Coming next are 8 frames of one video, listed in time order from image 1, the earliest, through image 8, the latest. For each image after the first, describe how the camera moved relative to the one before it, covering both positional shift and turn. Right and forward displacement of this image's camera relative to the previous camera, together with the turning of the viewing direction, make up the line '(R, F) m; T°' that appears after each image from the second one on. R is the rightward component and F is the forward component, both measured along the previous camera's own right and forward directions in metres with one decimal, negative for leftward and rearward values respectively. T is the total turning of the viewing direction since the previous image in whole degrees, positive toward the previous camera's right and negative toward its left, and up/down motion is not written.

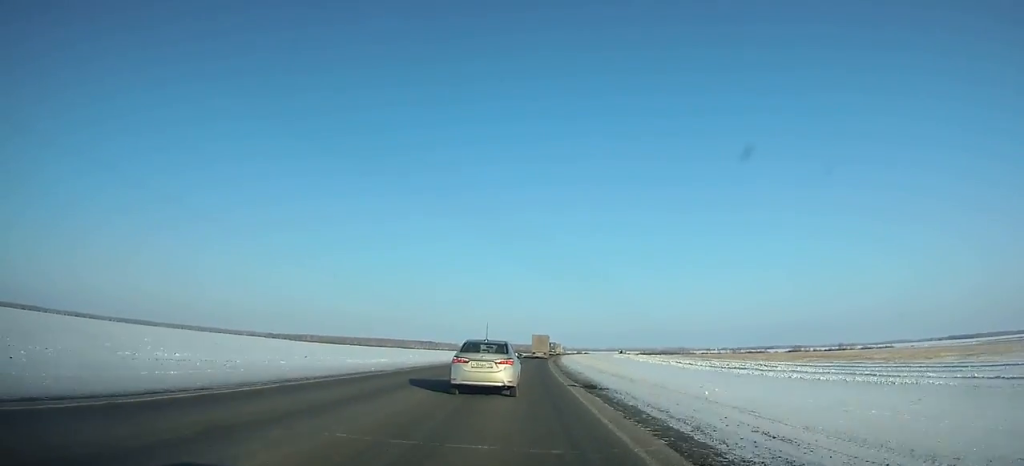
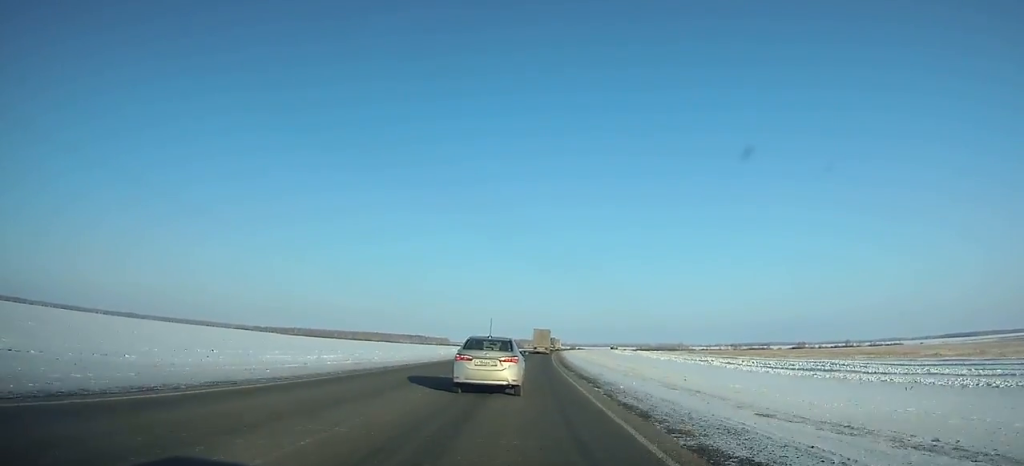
(-0.1, +26.6) m; +1°
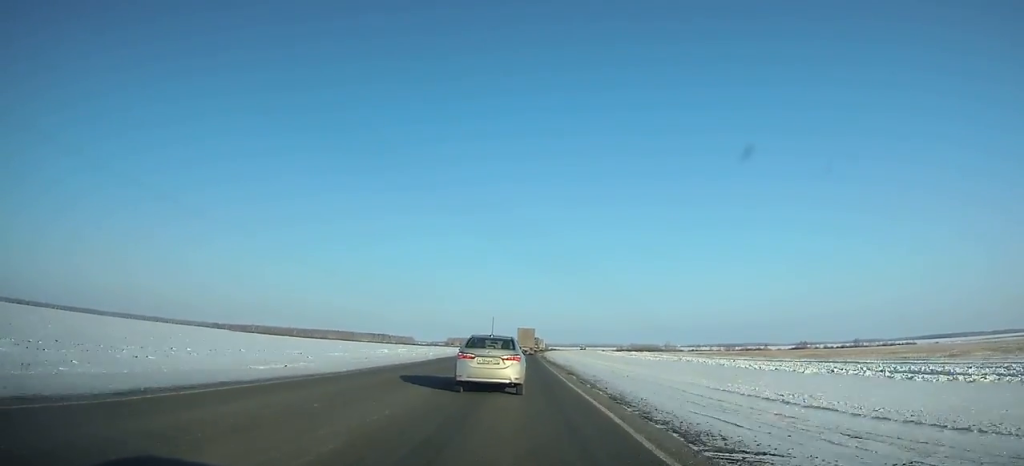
(+1.3, +65.2) m; +2°
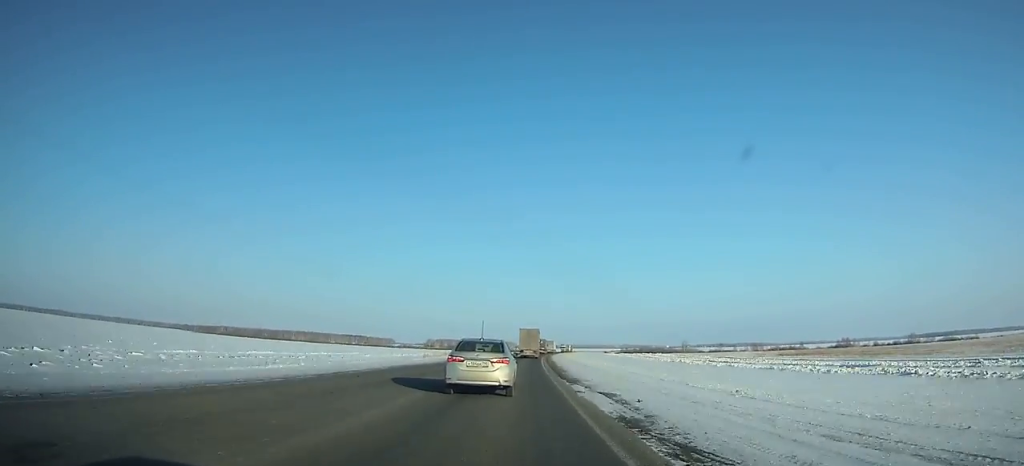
(+1.3, +86.6) m; +2°
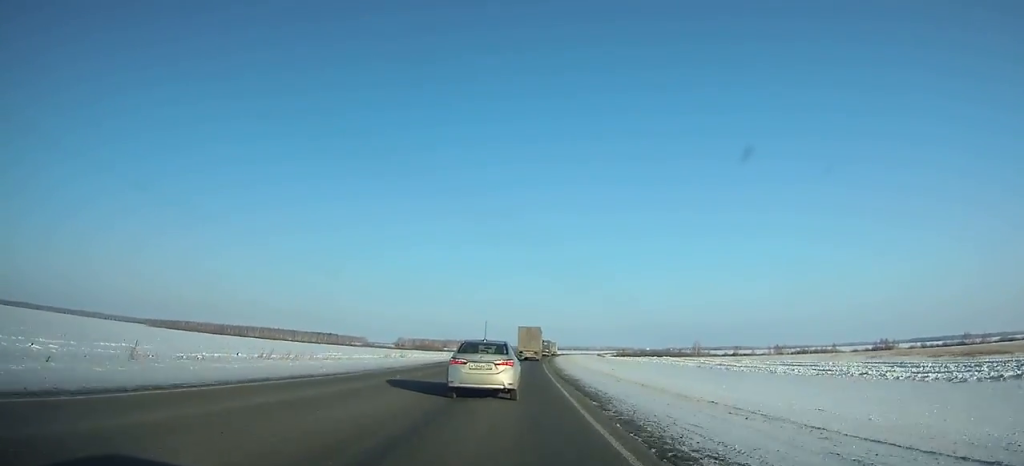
(+1.2, +70.8) m; +2°
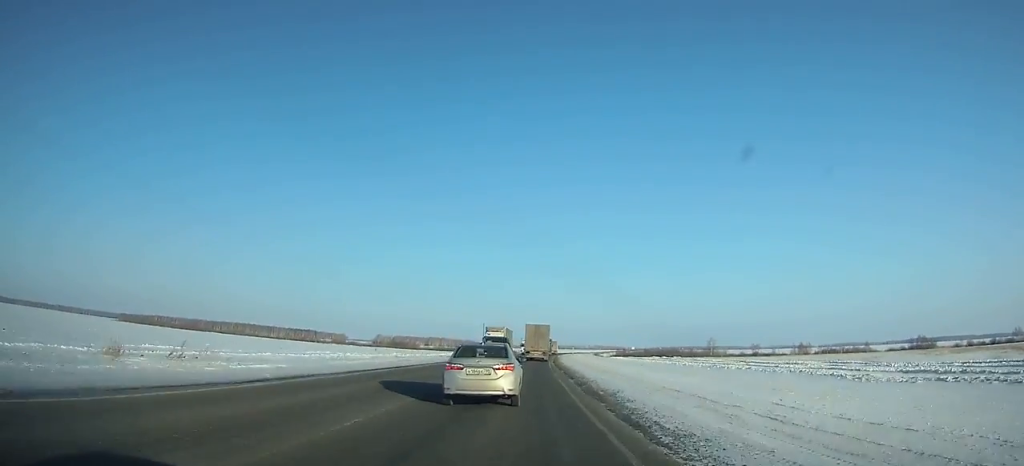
(+0.7, +49.7) m; +2°
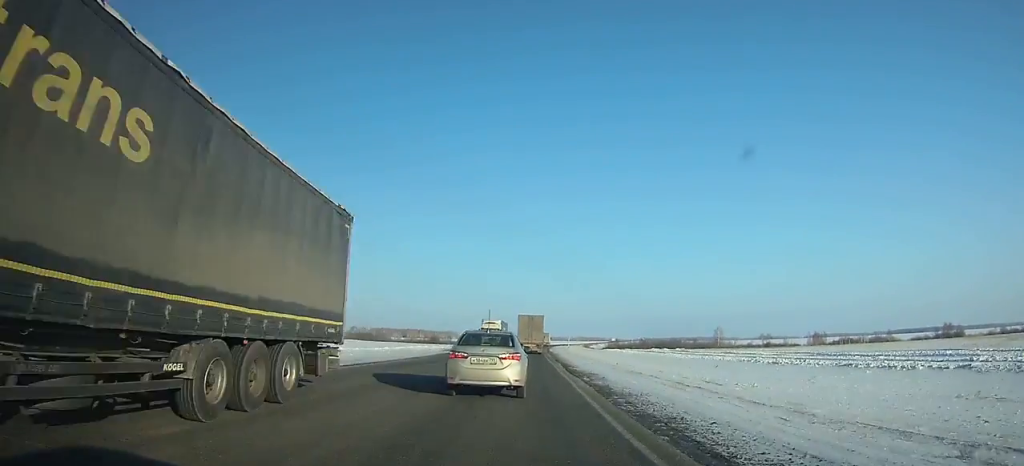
(+0.1, +35.7) m; +2°
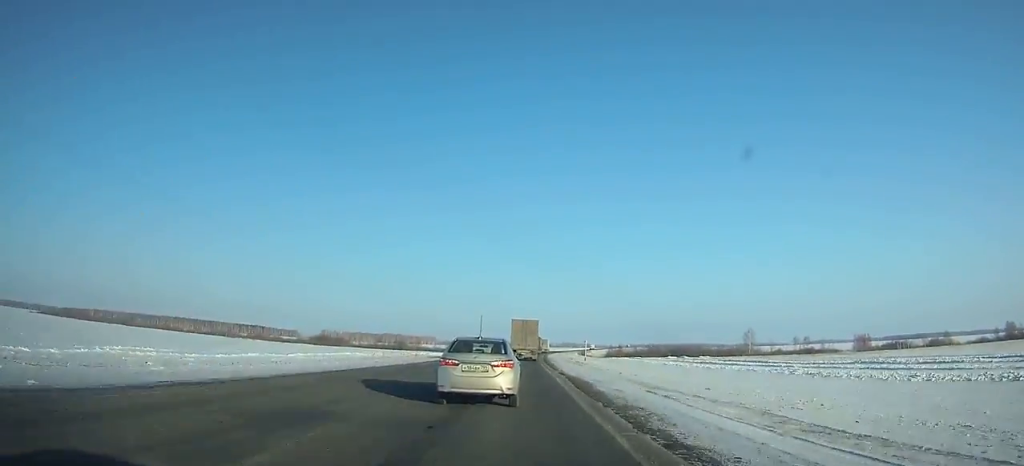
(+1.4, +53.0) m; +2°
